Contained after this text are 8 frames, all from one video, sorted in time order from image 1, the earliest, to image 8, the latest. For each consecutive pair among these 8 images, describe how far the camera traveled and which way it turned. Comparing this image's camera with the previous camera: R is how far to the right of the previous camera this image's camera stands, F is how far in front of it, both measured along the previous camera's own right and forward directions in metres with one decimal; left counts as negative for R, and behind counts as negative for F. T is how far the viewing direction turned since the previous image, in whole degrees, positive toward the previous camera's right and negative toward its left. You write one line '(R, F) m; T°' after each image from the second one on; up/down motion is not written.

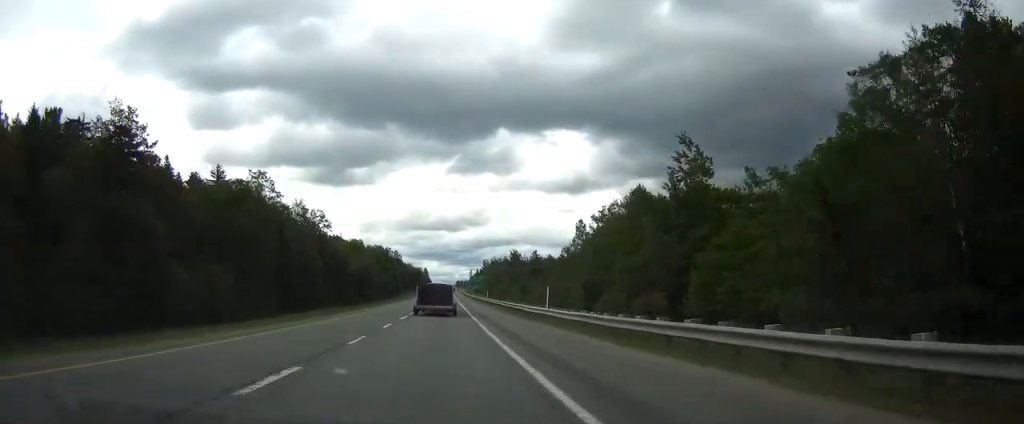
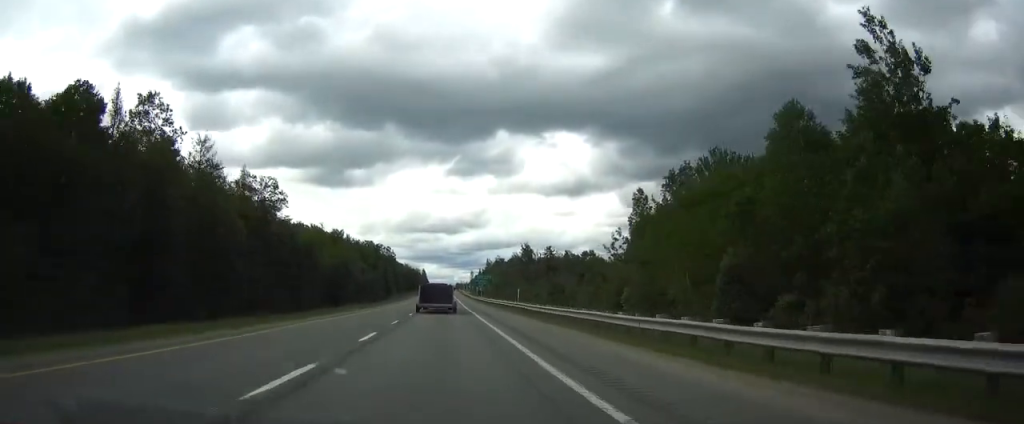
(0.0, +37.0) m; 0°
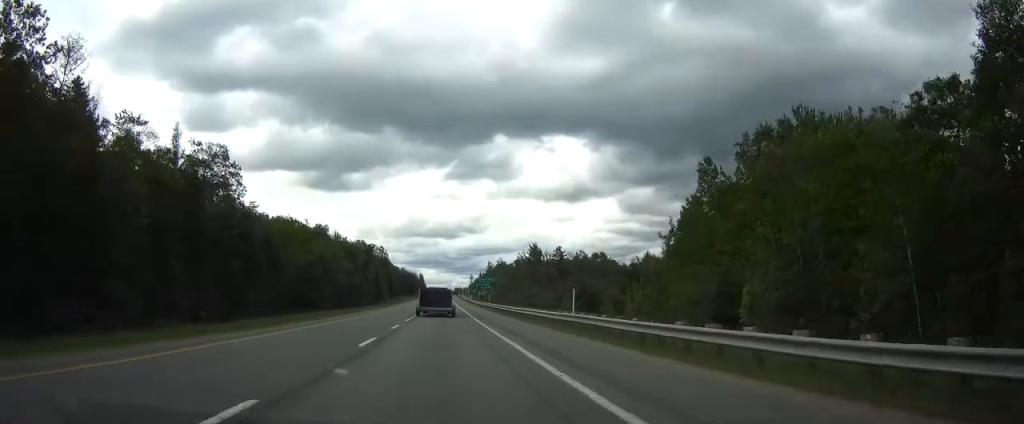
(0.0, +22.2) m; 0°
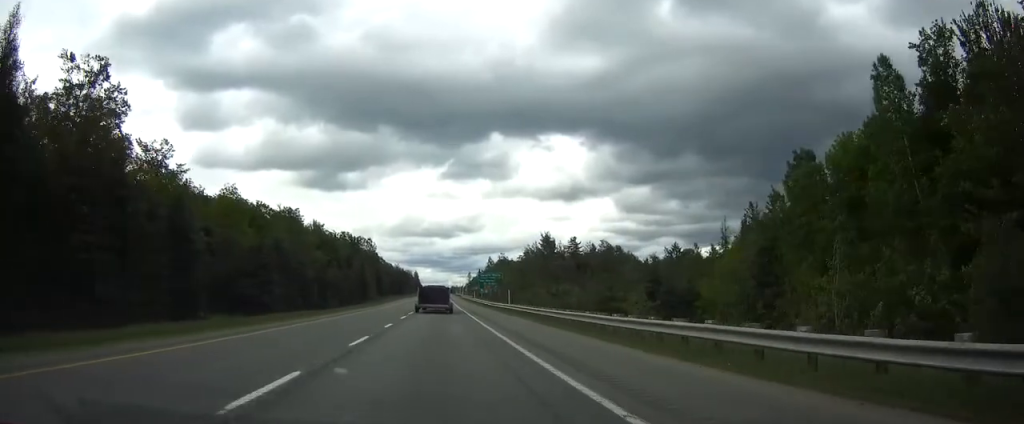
(0.0, +28.7) m; 0°
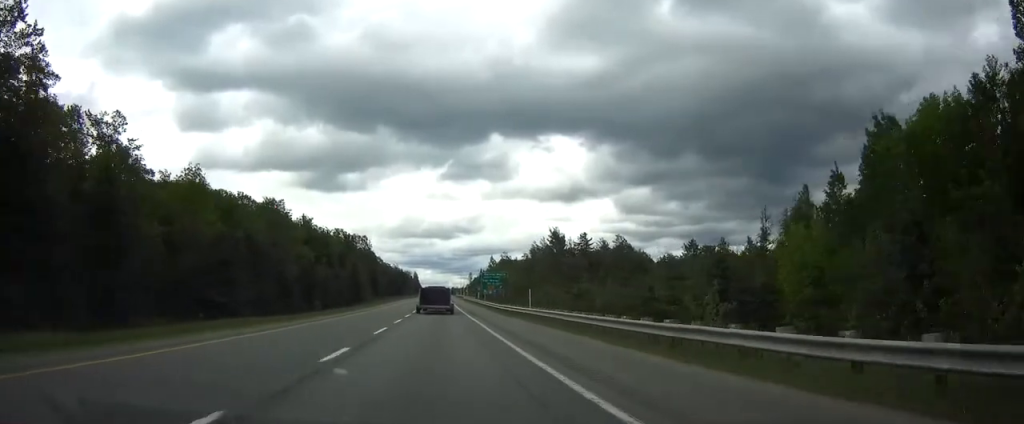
(+0.1, +12.8) m; 0°
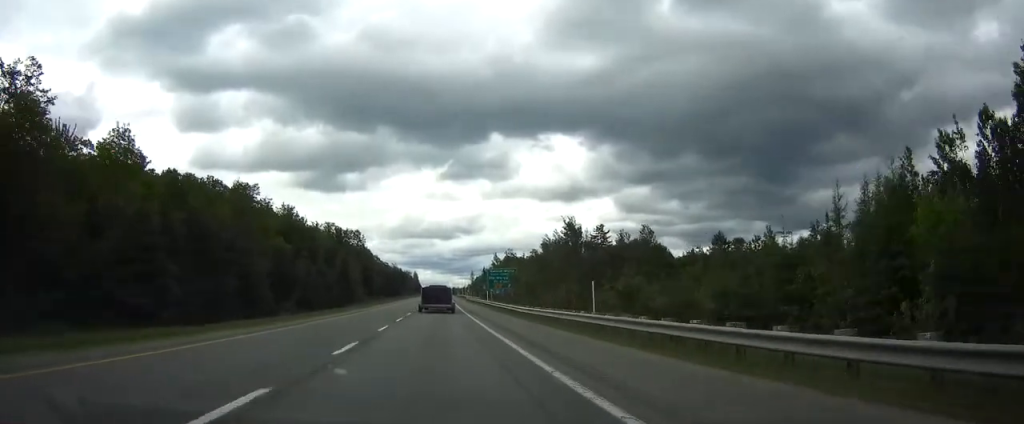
(+0.1, +17.1) m; 0°
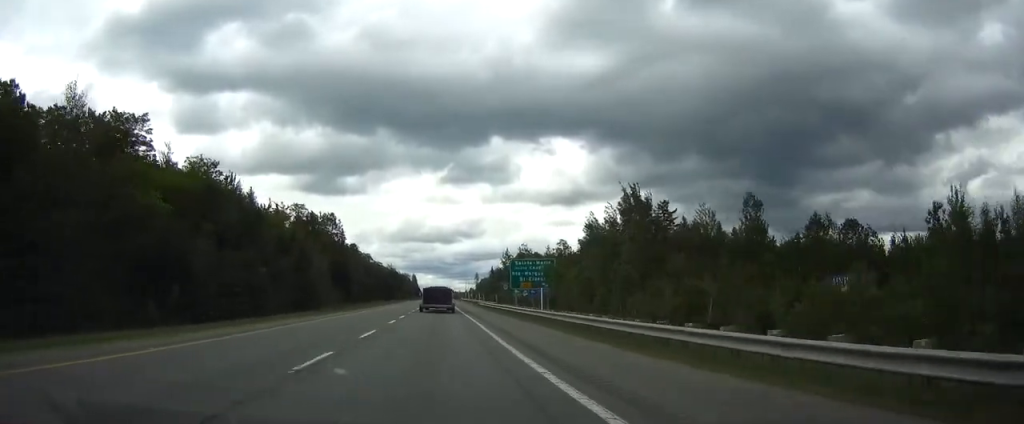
(-0.2, +41.9) m; 0°
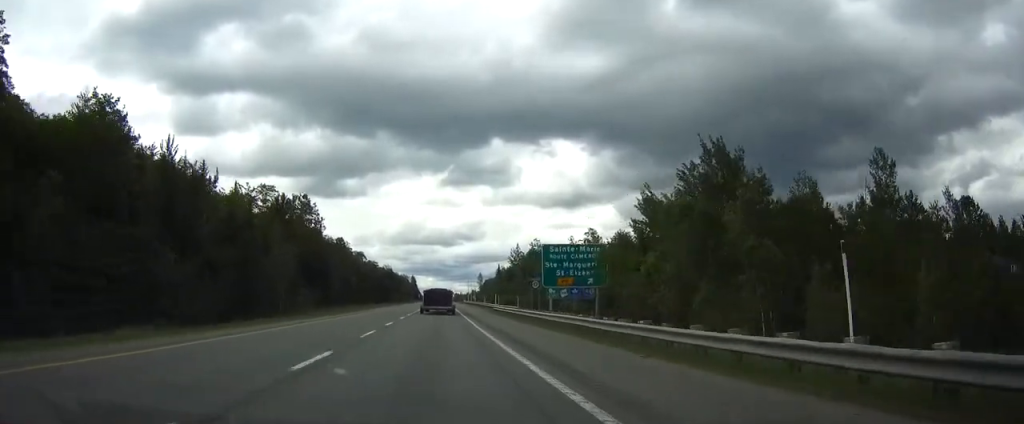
(0.0, +27.0) m; 0°
